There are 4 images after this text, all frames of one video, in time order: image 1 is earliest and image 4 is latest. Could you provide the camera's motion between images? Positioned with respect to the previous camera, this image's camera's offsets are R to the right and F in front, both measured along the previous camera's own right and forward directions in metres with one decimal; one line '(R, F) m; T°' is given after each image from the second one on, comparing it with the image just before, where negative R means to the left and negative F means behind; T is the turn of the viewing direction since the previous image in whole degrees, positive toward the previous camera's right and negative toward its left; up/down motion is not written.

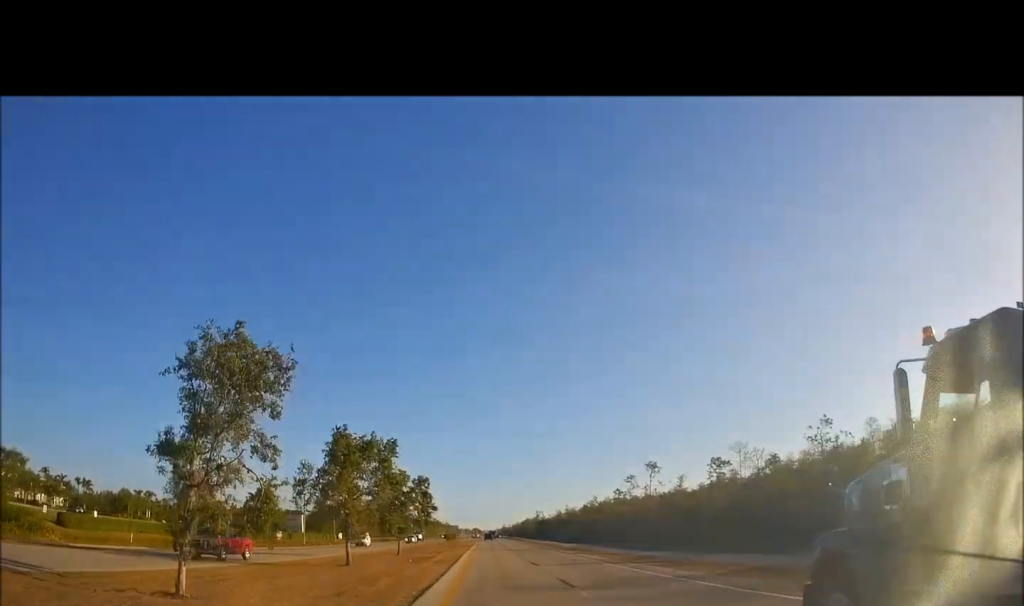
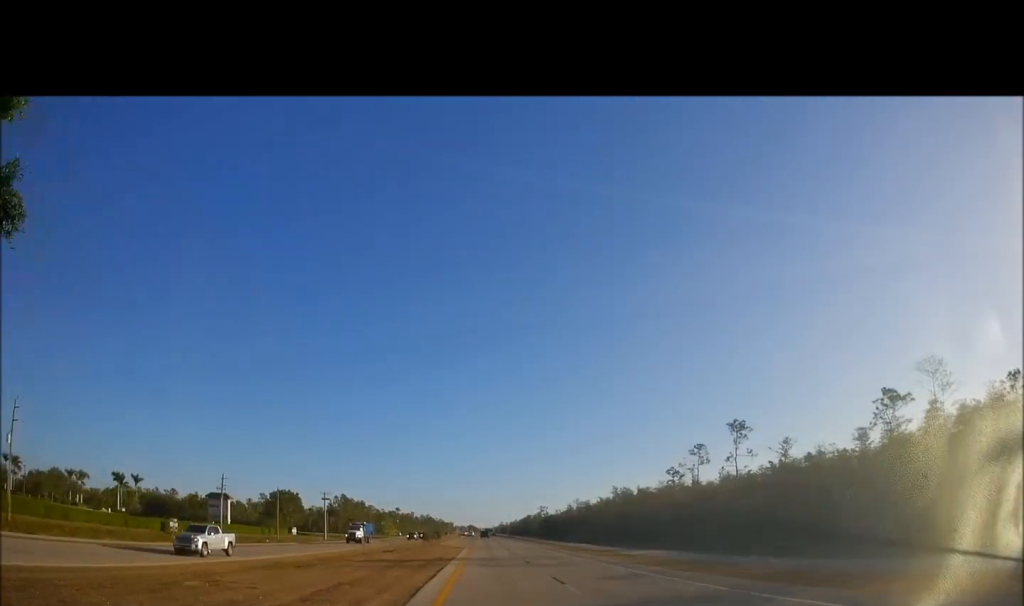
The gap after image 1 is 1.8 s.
(0.0, +47.8) m; 0°
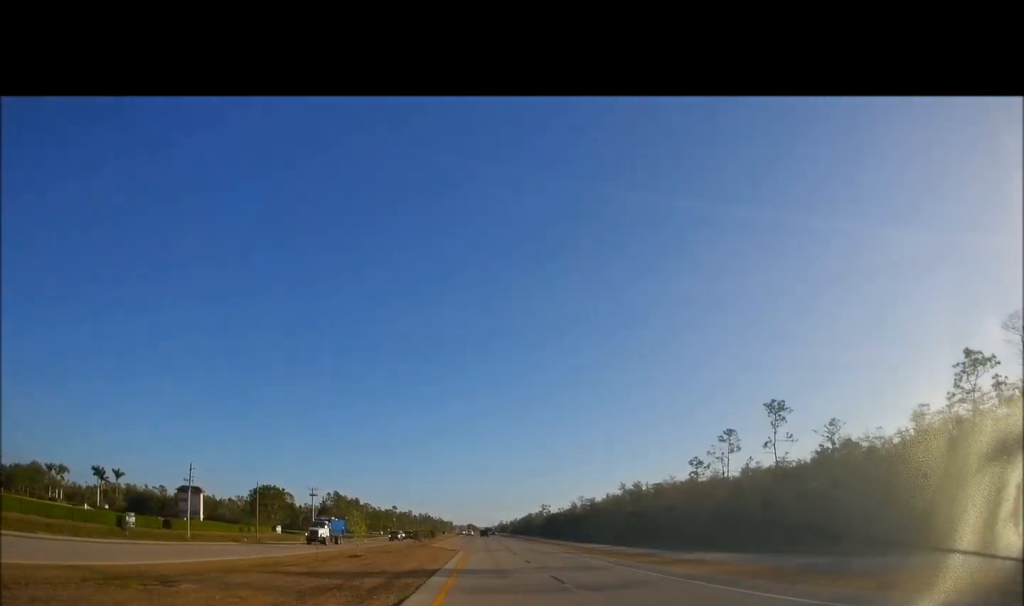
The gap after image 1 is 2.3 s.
(0.0, +12.4) m; 0°
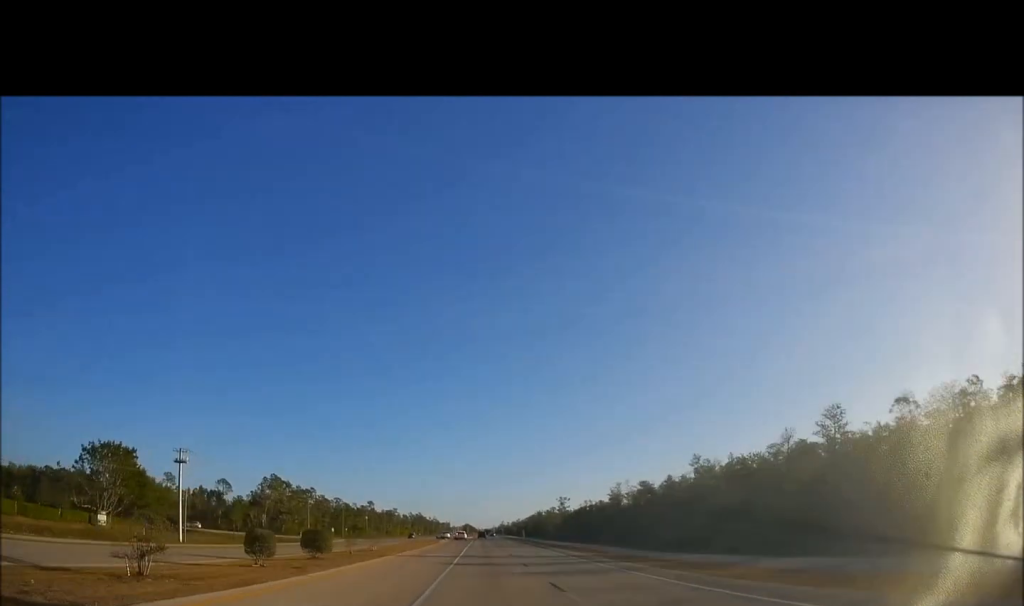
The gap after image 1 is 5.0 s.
(-0.3, +74.8) m; -1°
